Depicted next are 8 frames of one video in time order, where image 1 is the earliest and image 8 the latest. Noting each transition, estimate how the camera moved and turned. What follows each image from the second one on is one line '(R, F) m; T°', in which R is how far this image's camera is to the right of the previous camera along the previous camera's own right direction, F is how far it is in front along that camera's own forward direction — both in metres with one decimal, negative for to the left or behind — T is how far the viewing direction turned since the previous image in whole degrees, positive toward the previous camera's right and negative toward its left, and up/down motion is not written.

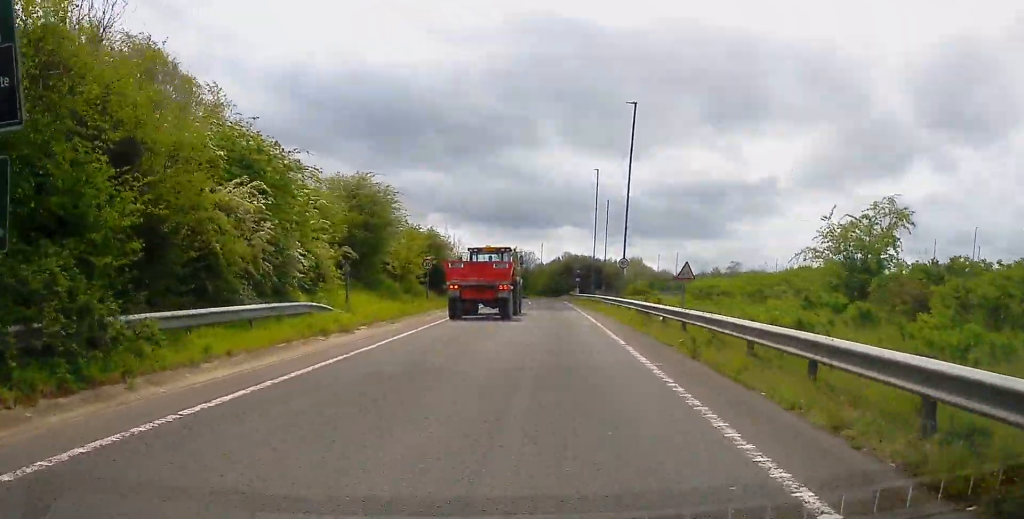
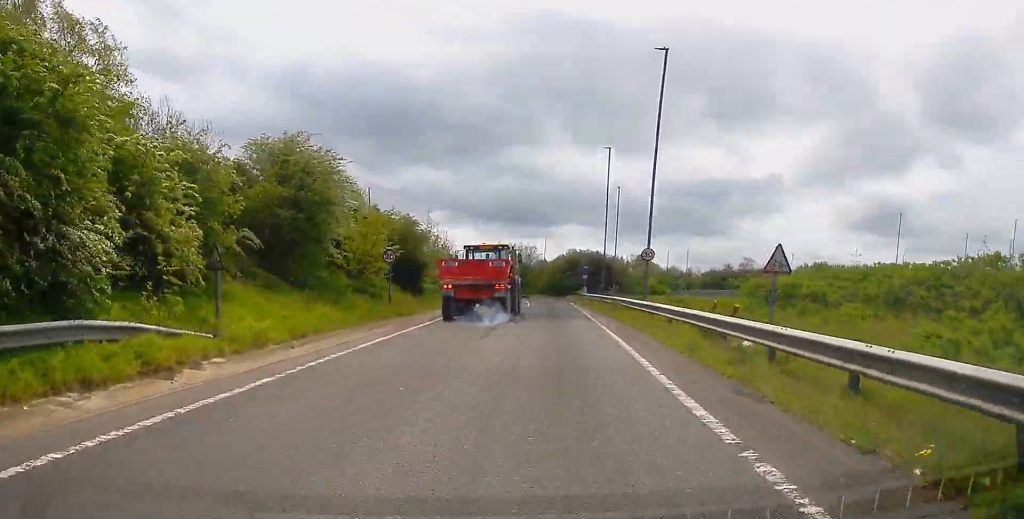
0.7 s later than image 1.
(0.0, +10.8) m; -1°
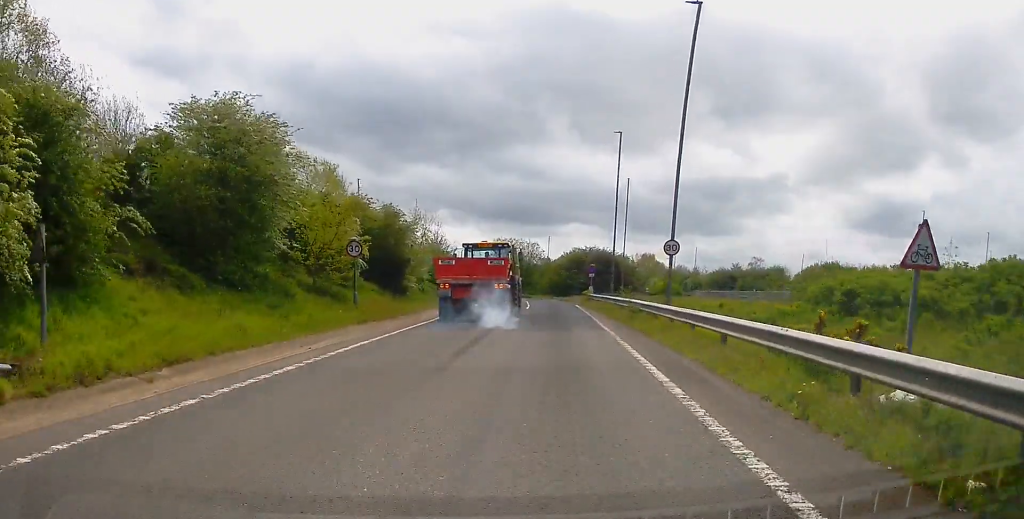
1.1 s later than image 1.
(0.0, +6.4) m; -1°
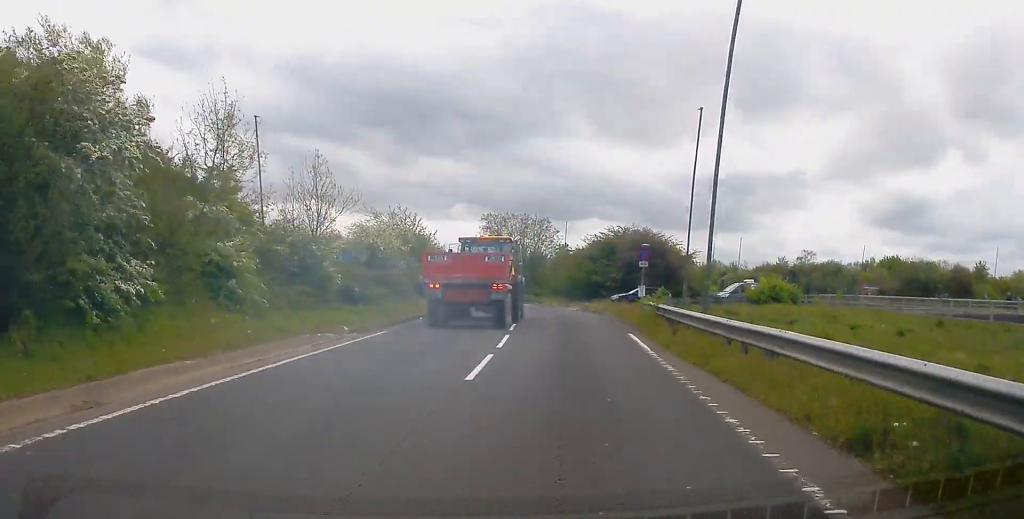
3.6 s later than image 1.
(-0.9, +33.7) m; -2°
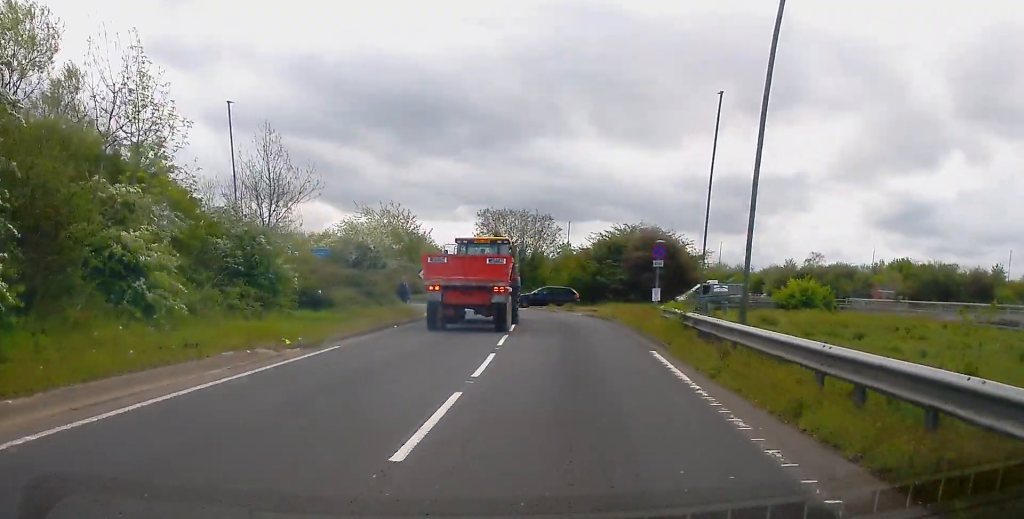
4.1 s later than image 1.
(0.0, +5.2) m; 0°
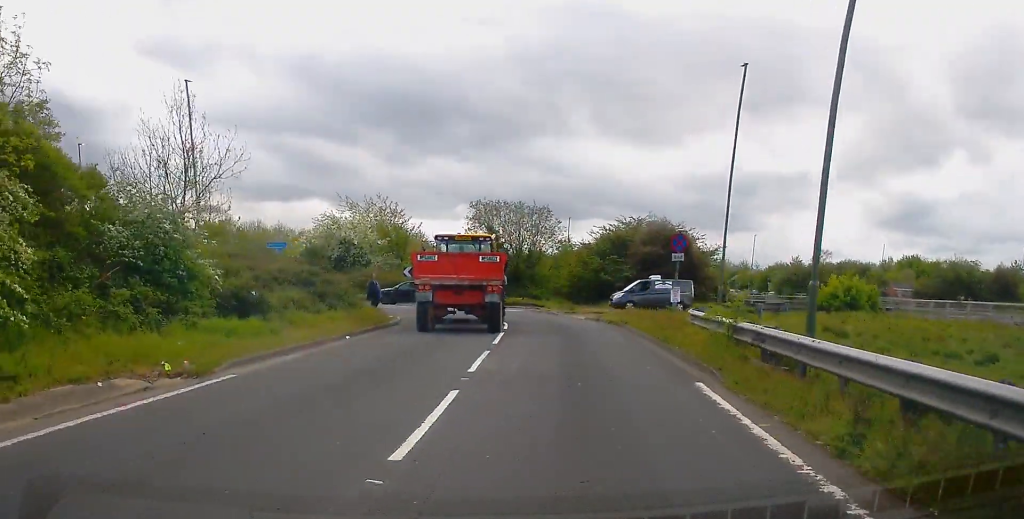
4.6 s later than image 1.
(0.0, +5.6) m; 0°
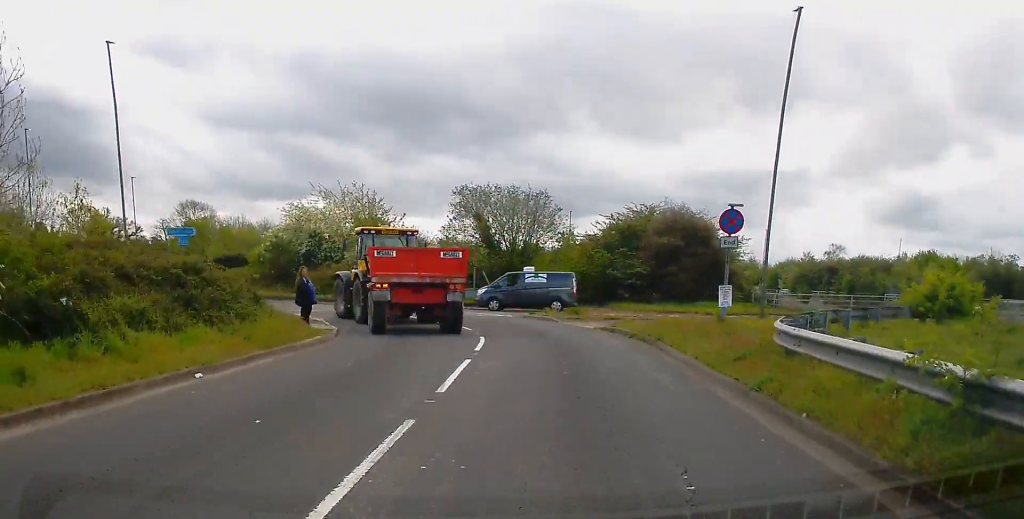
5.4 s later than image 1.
(0.0, +8.3) m; 0°
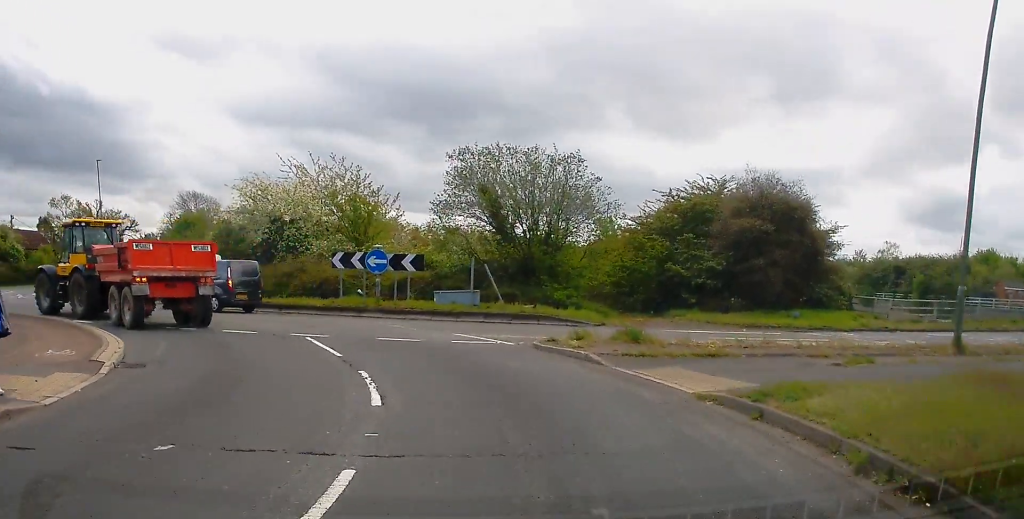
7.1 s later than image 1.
(-0.3, +14.5) m; -5°
